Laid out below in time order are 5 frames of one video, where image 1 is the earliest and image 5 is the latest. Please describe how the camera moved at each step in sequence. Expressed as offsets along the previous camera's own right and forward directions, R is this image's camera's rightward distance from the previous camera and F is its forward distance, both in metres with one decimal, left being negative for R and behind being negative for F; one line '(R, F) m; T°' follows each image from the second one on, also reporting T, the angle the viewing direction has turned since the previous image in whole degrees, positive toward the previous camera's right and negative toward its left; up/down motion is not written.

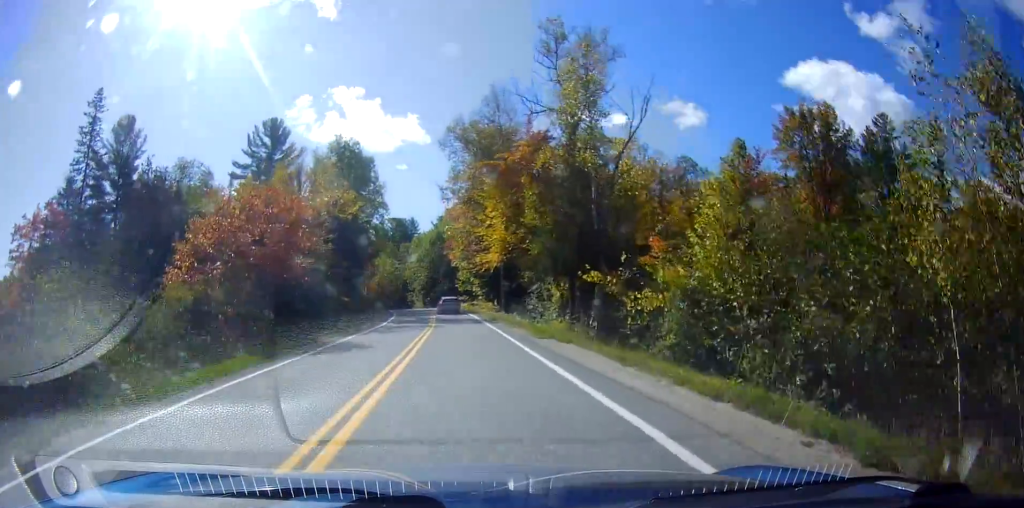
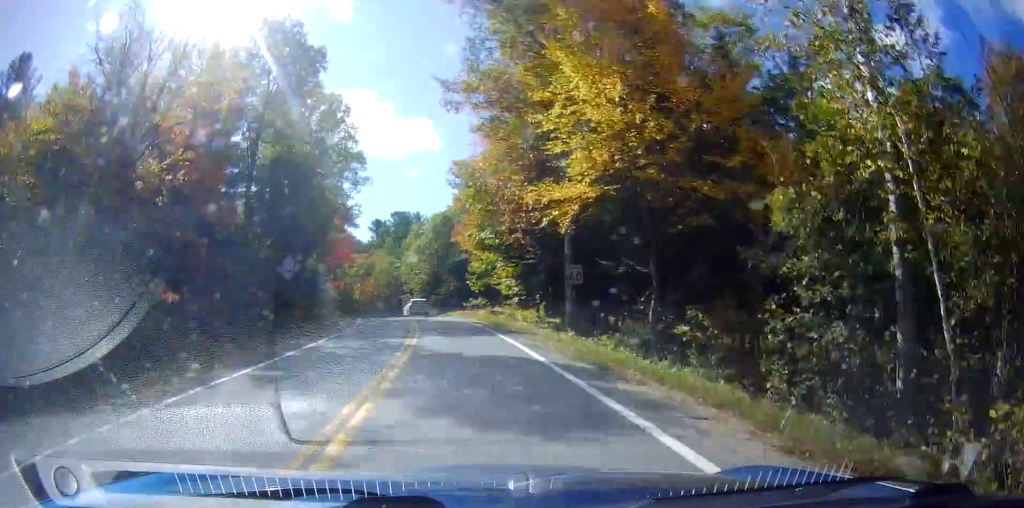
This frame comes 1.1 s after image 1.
(-0.4, +25.9) m; -2°
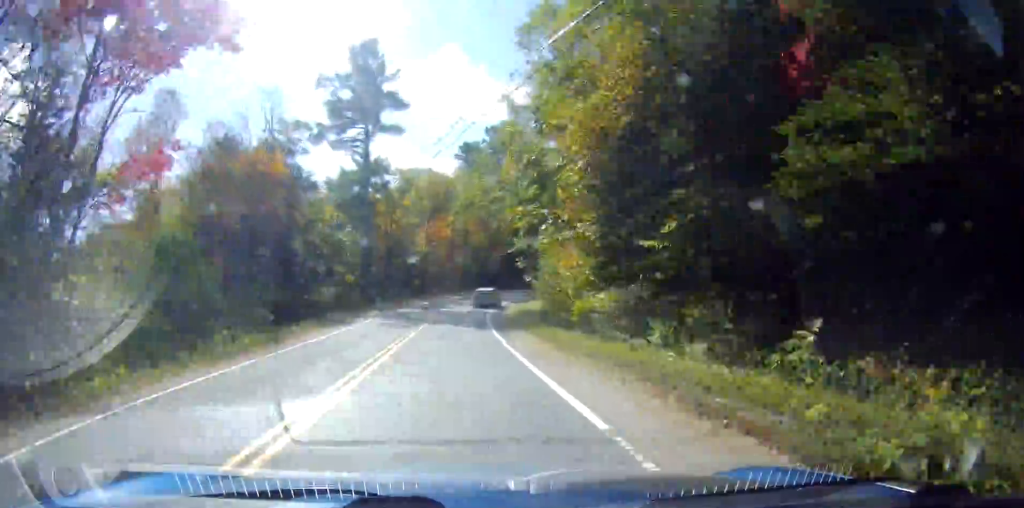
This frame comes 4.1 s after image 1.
(-4.6, +62.7) m; -7°
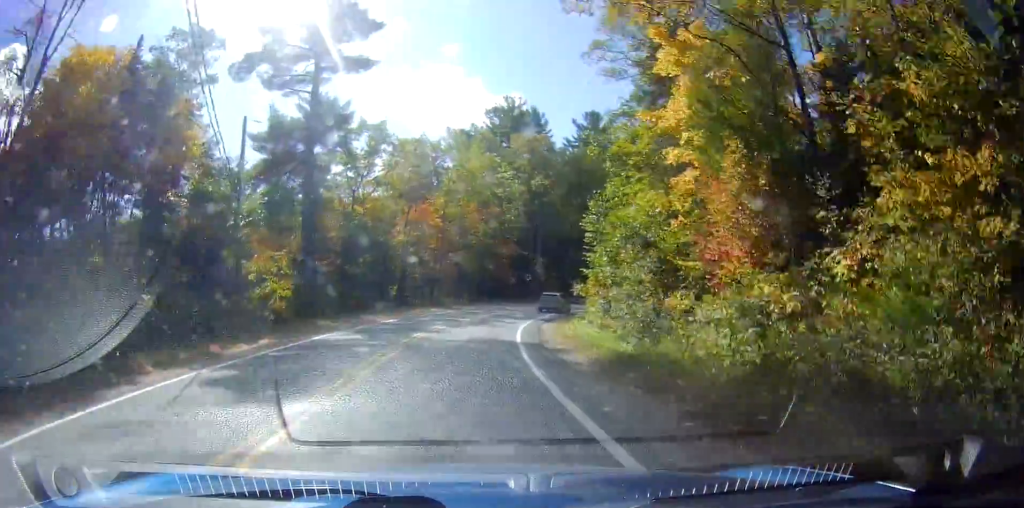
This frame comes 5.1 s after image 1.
(+0.3, +21.1) m; +5°
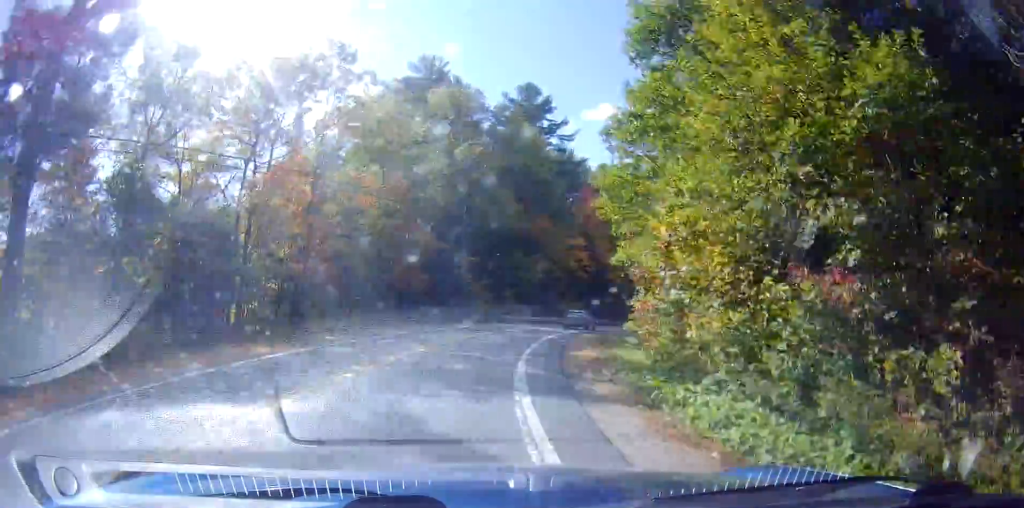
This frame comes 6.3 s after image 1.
(+1.7, +22.8) m; +9°
